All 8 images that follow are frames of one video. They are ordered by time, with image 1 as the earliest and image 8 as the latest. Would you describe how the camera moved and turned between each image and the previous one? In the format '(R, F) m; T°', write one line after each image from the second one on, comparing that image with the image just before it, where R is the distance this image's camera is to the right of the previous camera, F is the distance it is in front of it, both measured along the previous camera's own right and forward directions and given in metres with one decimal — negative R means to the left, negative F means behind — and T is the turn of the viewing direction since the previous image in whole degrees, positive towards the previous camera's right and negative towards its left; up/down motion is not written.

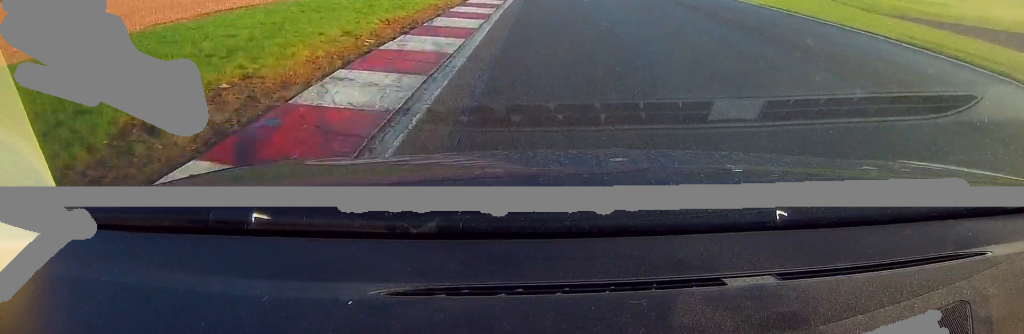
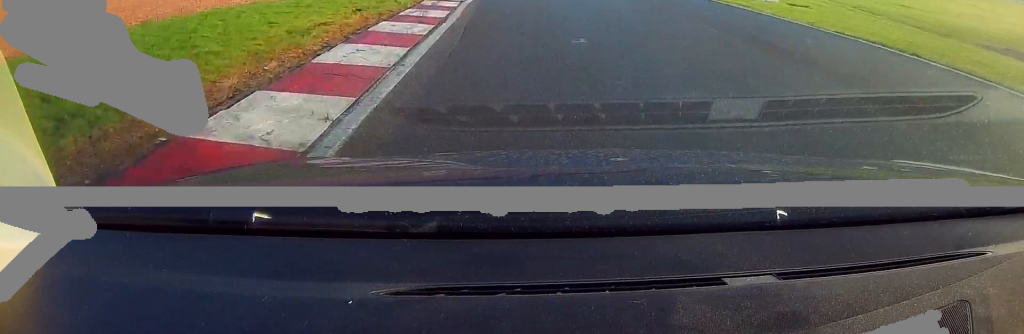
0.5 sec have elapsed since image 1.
(+0.2, +11.3) m; +3°
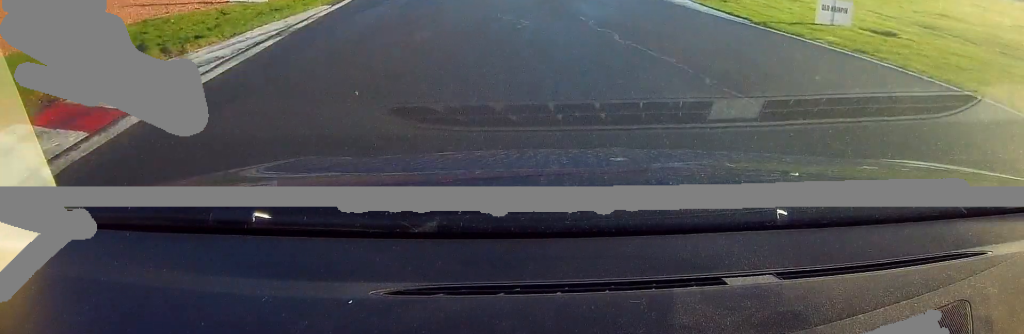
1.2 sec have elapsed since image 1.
(+0.7, +14.3) m; +6°
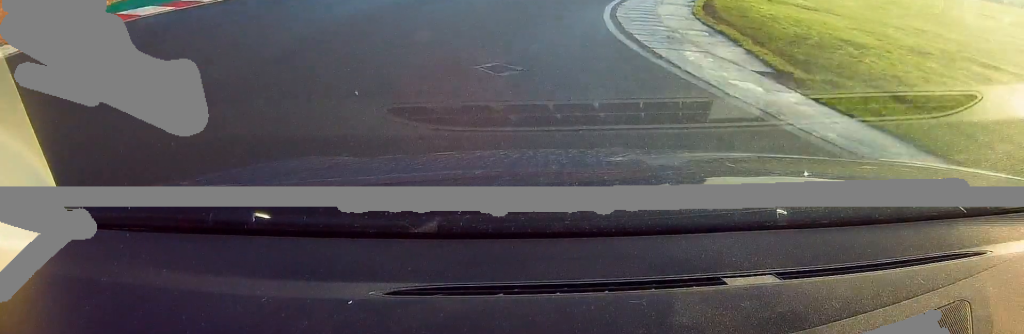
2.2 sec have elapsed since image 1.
(+1.5, +18.5) m; +10°
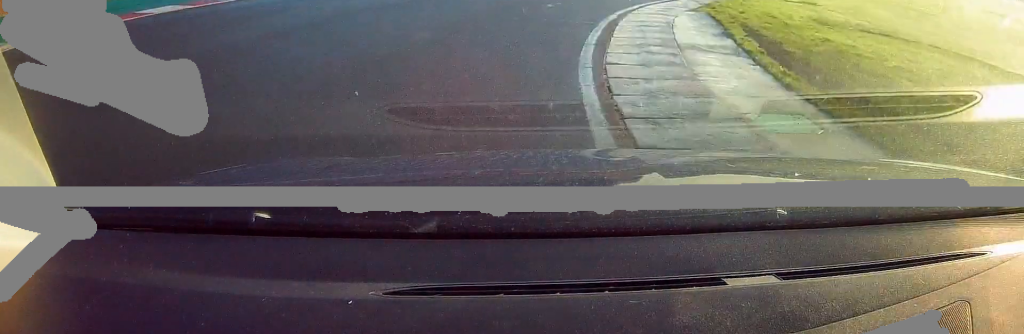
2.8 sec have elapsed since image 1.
(+0.3, +11.1) m; +6°
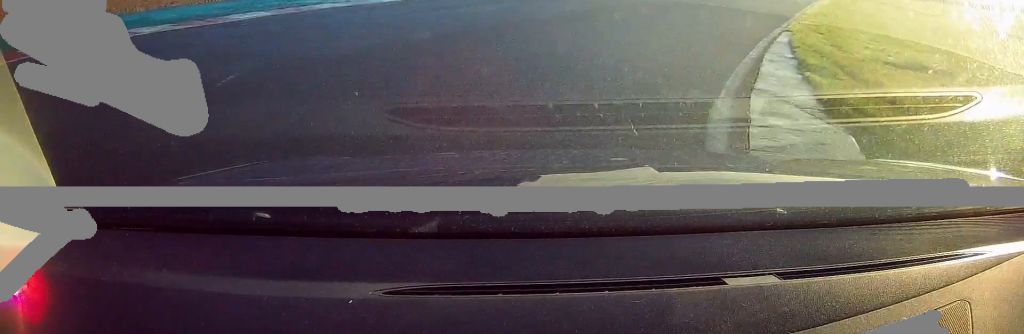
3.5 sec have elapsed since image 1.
(+1.2, +13.0) m; +8°
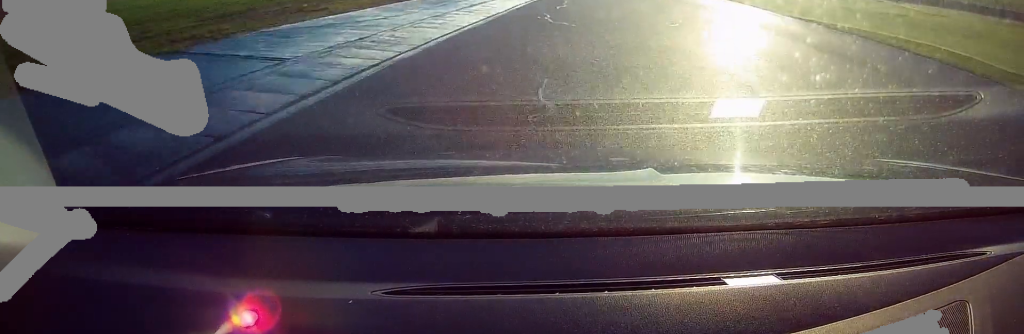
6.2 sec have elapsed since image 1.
(+11.0, +48.4) m; +24°
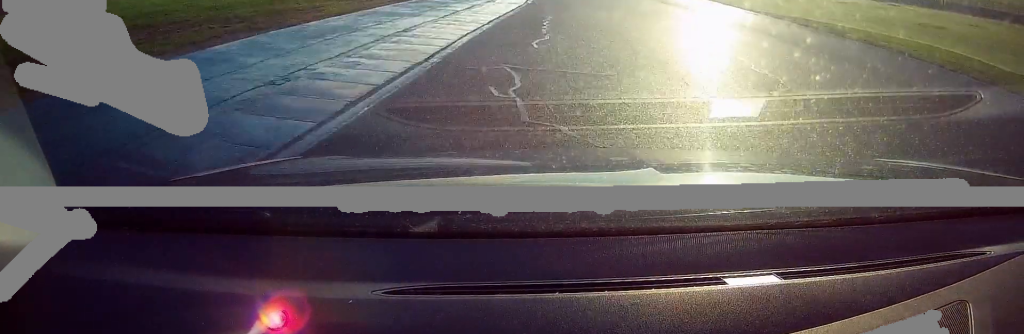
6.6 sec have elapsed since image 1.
(+0.5, +8.8) m; +3°
